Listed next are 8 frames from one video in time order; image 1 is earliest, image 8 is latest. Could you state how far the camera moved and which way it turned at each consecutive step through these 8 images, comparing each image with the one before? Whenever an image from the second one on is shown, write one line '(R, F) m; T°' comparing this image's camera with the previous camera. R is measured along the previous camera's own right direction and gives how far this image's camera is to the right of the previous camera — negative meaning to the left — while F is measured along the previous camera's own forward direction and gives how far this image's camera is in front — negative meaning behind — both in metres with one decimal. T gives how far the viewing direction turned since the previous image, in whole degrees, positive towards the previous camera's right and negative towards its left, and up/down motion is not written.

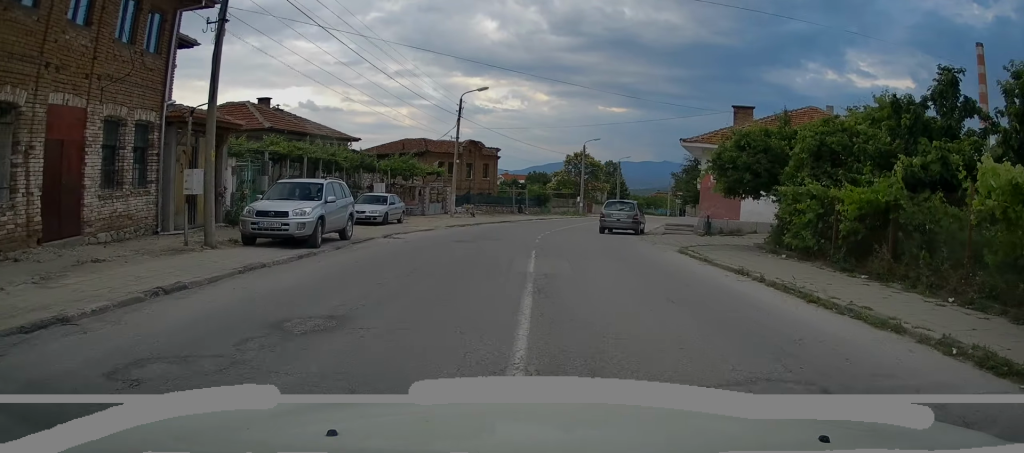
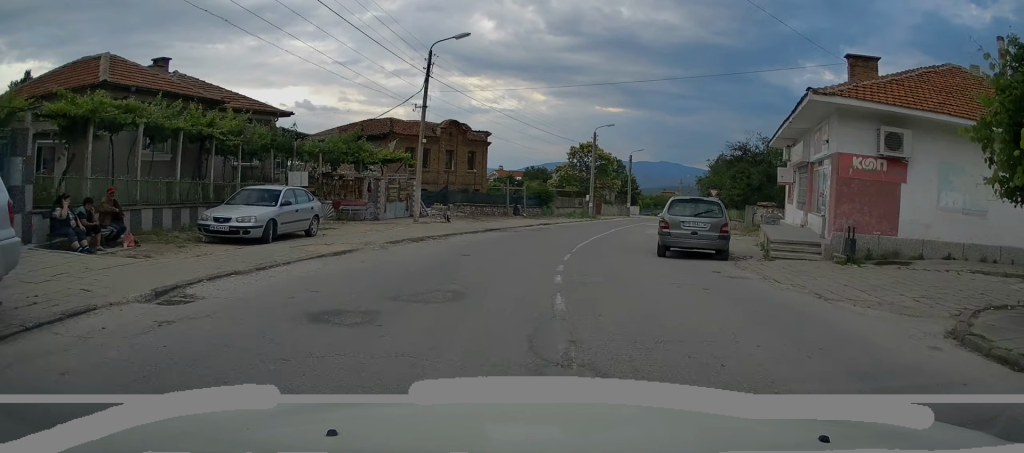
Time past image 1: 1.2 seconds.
(+0.1, +12.2) m; +1°
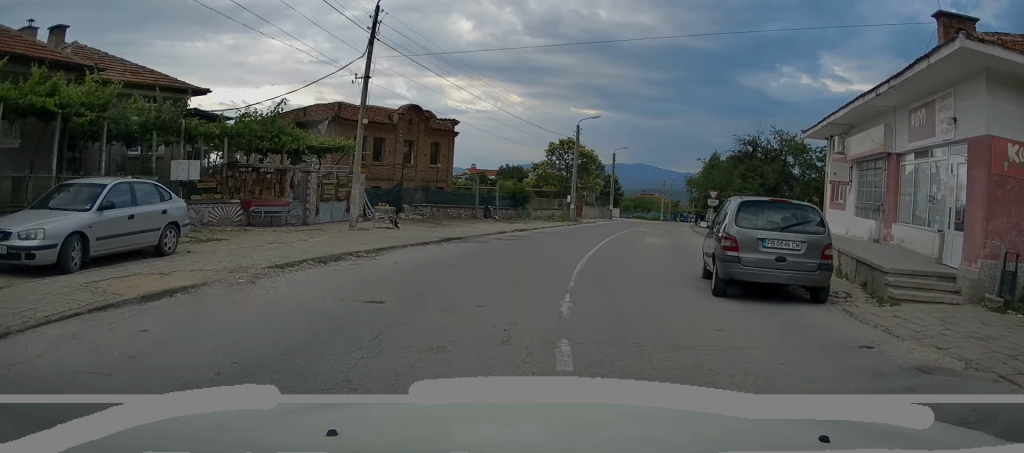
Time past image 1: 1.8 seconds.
(0.0, +6.2) m; +2°
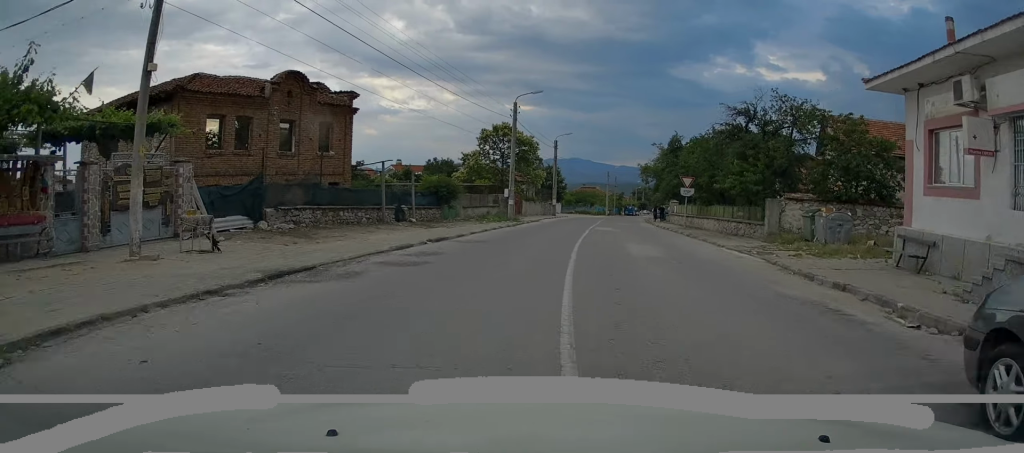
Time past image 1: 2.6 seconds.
(+0.3, +9.0) m; +5°
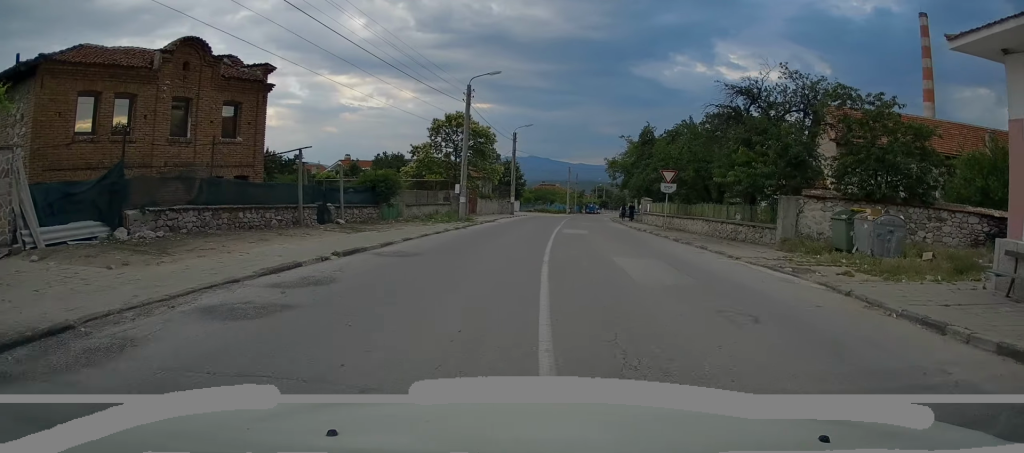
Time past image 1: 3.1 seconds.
(0.0, +5.2) m; +3°
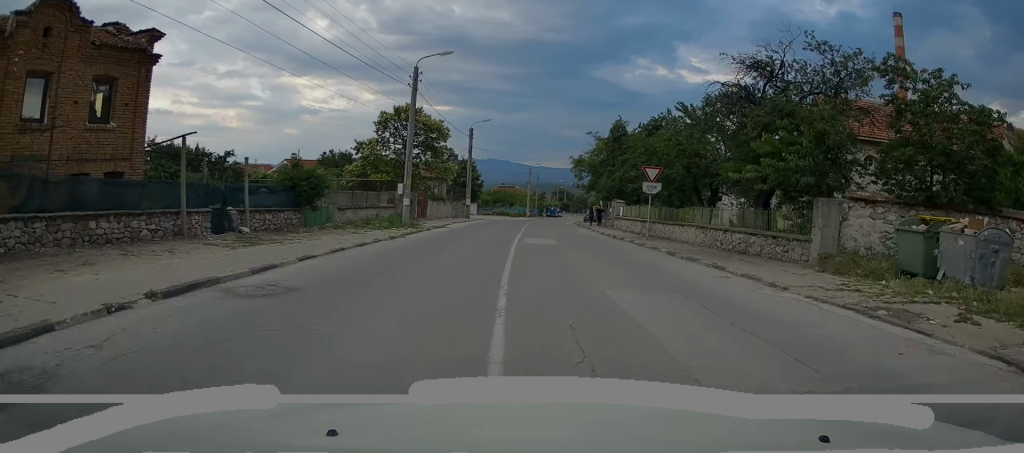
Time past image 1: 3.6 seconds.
(+0.3, +5.2) m; +3°
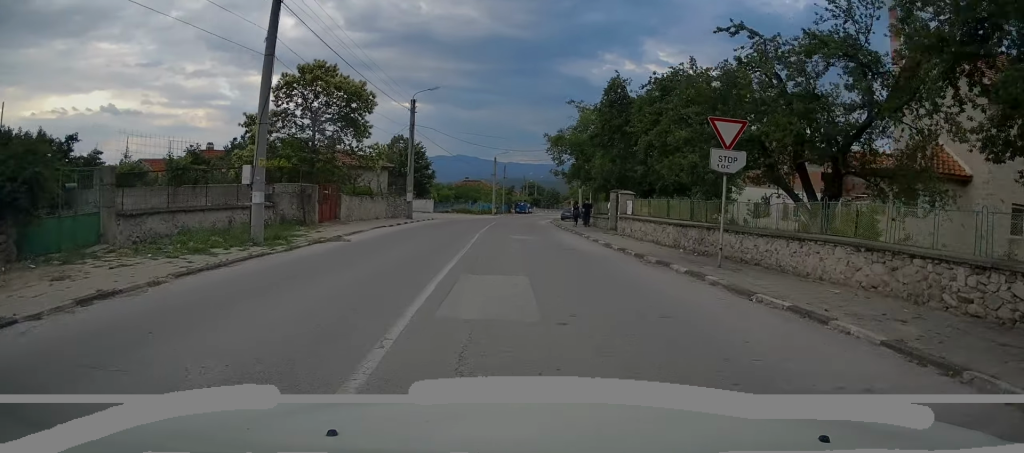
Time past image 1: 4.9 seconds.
(+0.7, +13.2) m; +3°
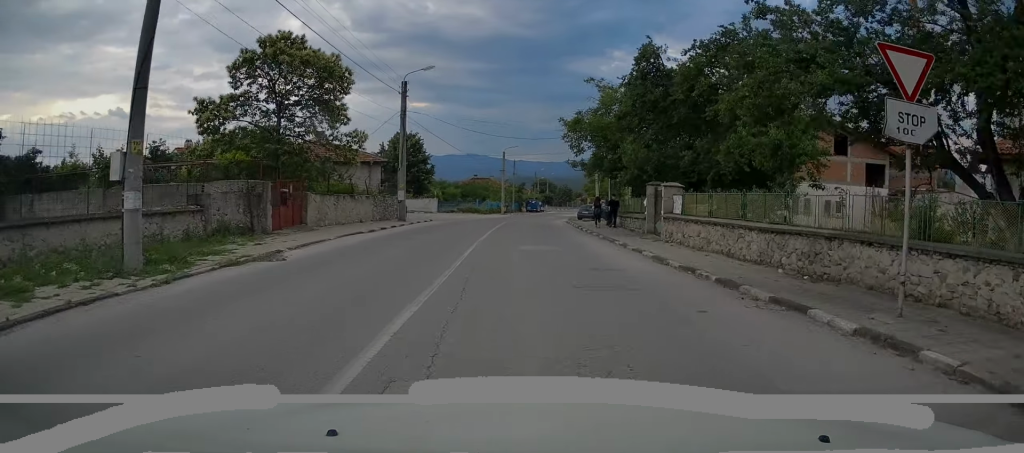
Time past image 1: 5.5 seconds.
(-0.1, +6.0) m; -1°
